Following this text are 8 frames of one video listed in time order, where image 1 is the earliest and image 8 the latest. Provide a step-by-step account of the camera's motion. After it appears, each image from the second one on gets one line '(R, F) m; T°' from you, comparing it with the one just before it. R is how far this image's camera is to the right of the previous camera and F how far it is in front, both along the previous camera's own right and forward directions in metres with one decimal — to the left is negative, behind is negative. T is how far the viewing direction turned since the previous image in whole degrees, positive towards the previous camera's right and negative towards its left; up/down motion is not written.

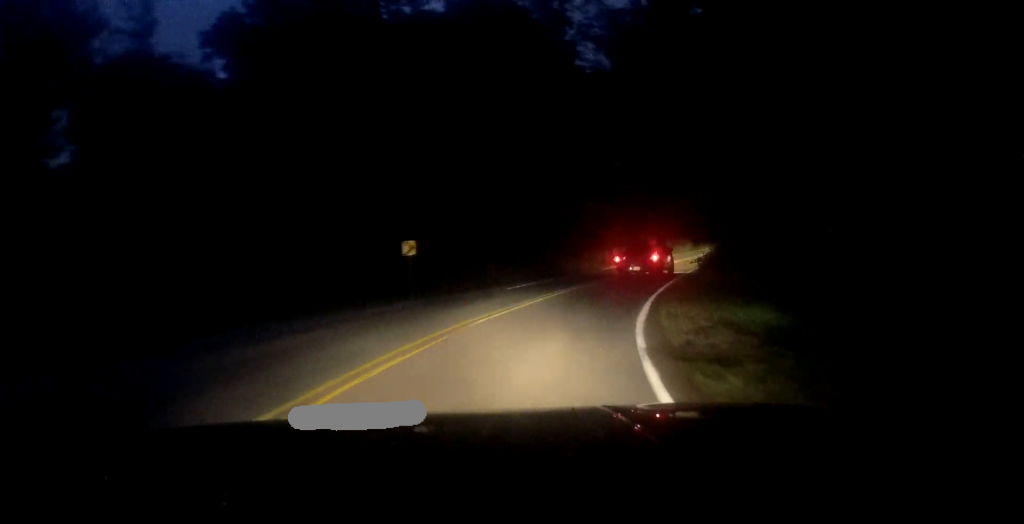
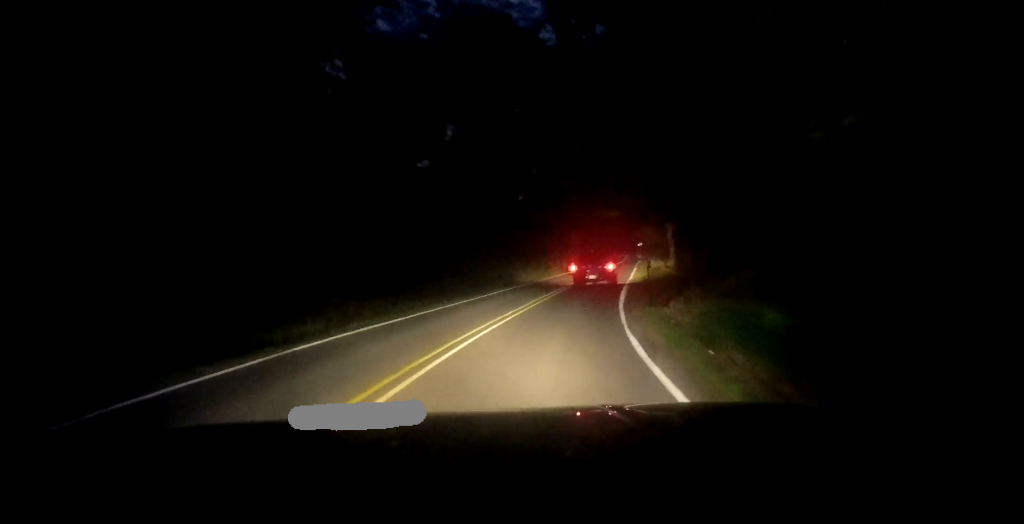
(+3.7, +19.8) m; +20°
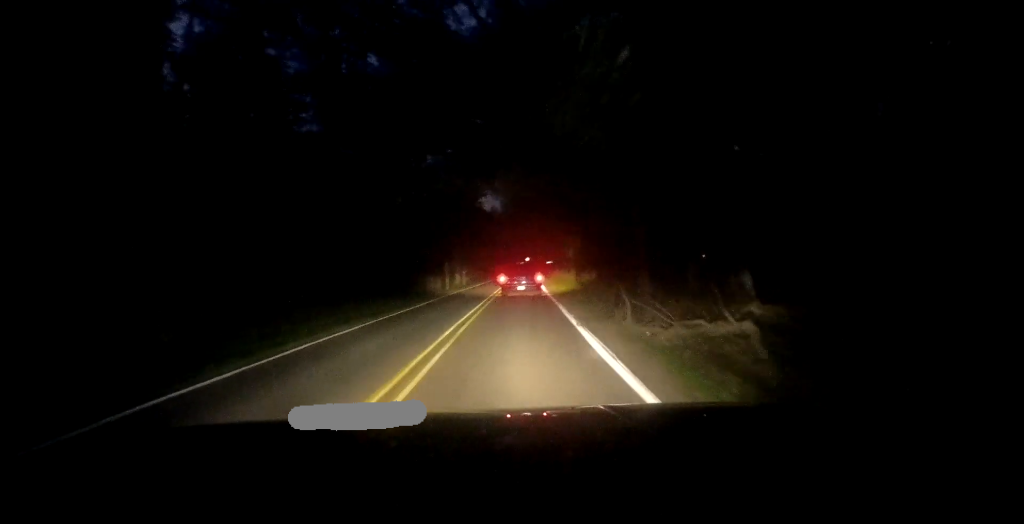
(+2.0, +15.9) m; +13°
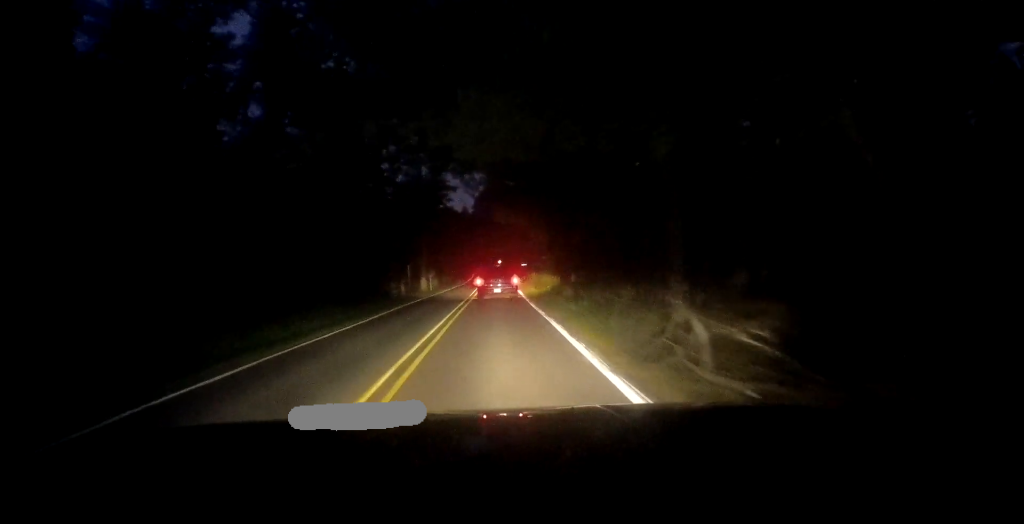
(+0.2, +7.0) m; +5°
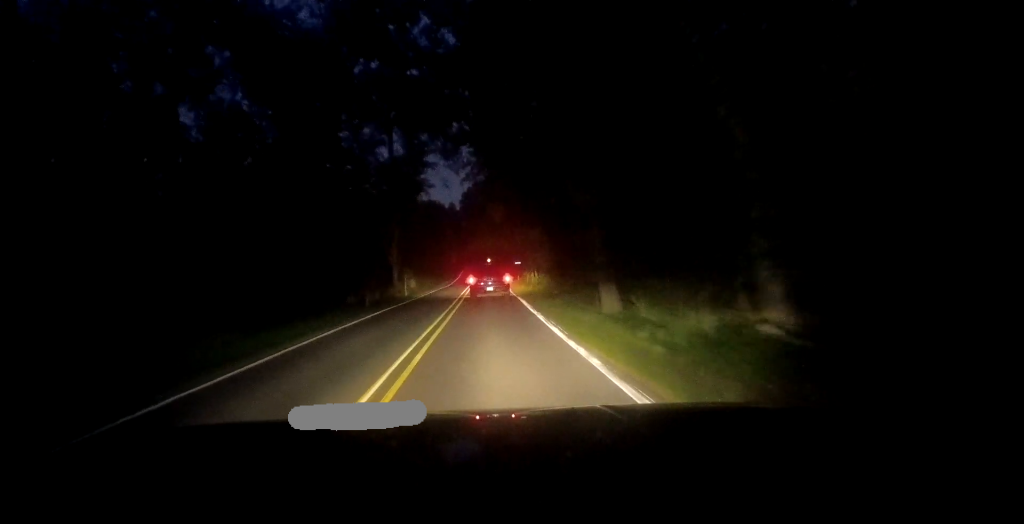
(+1.0, +12.1) m; +3°
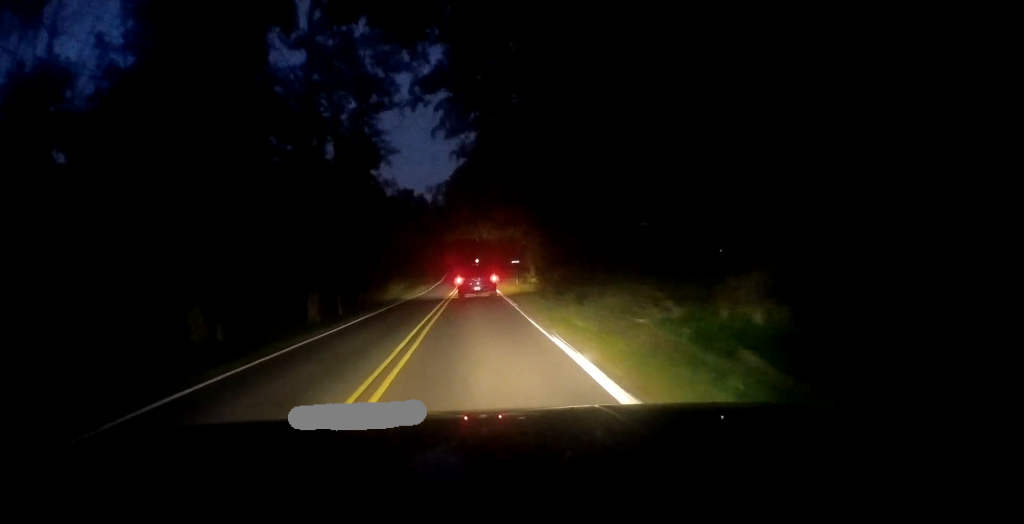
(-0.3, +20.4) m; +1°
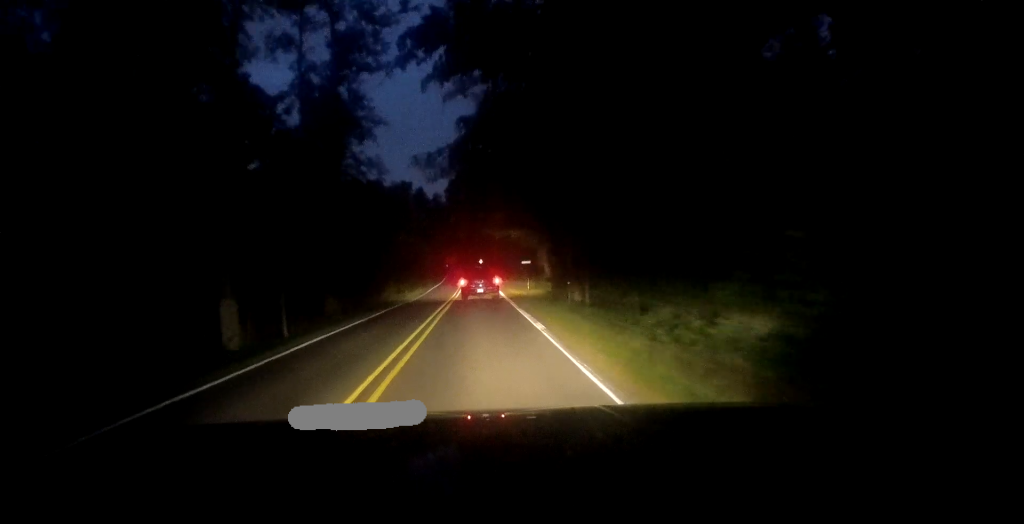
(+0.5, +9.5) m; +1°
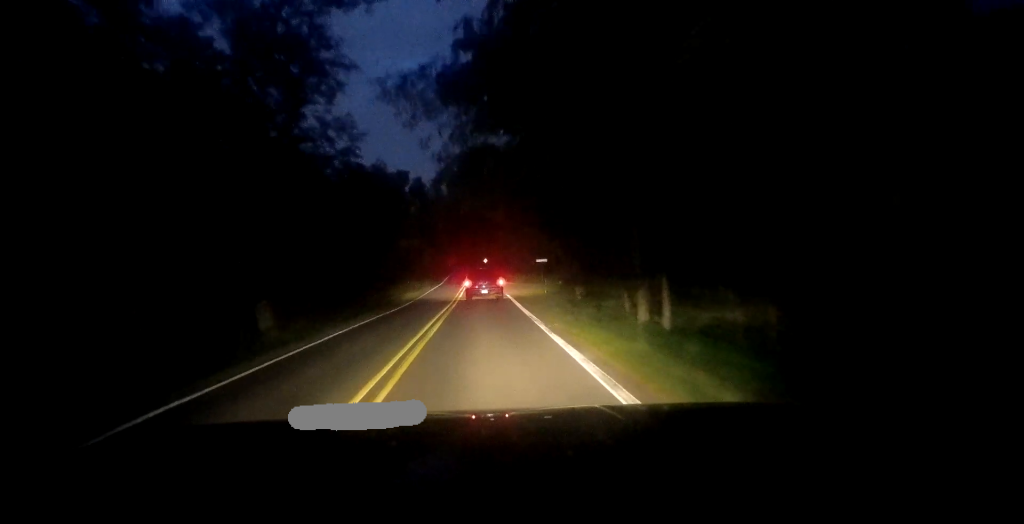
(-0.2, +10.3) m; 0°
